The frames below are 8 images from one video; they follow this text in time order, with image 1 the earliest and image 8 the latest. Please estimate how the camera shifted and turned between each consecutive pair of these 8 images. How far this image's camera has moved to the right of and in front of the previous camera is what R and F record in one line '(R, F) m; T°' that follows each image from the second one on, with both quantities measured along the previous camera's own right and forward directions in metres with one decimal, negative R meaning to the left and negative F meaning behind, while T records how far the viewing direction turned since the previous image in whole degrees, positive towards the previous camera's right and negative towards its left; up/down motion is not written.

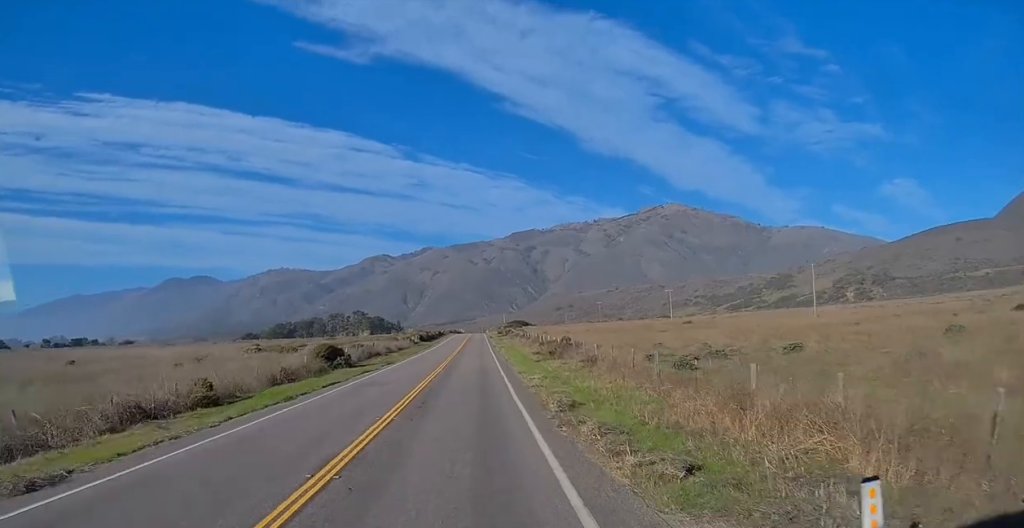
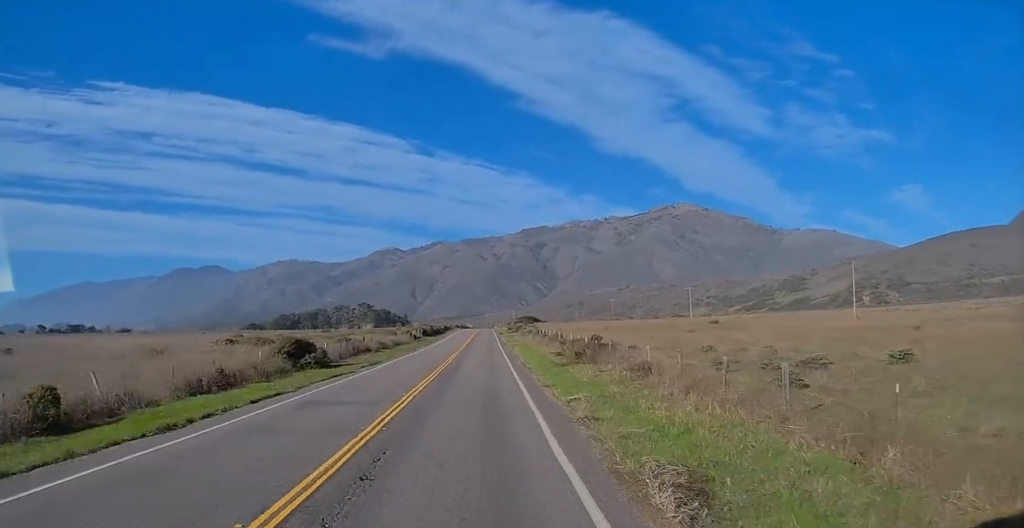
(-0.3, +10.4) m; 0°
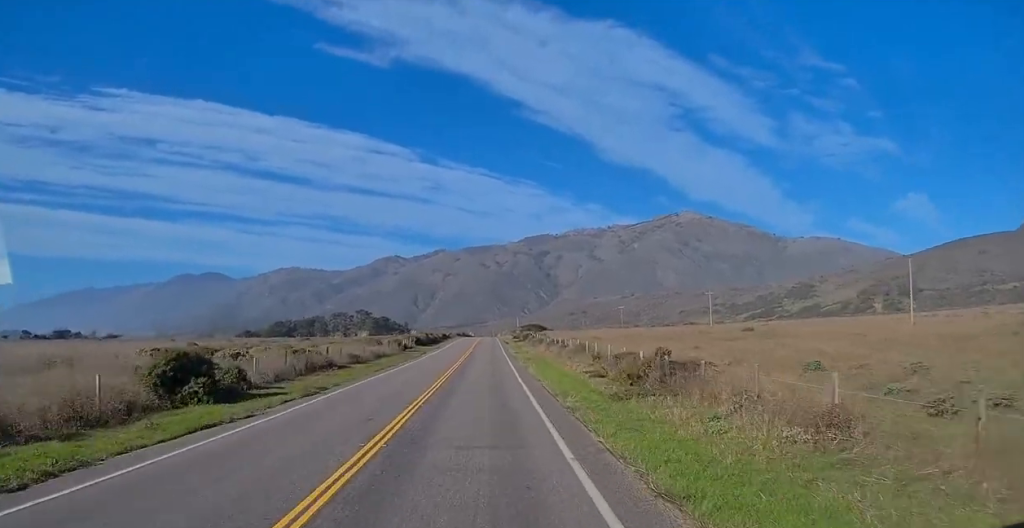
(0.0, +16.4) m; 0°
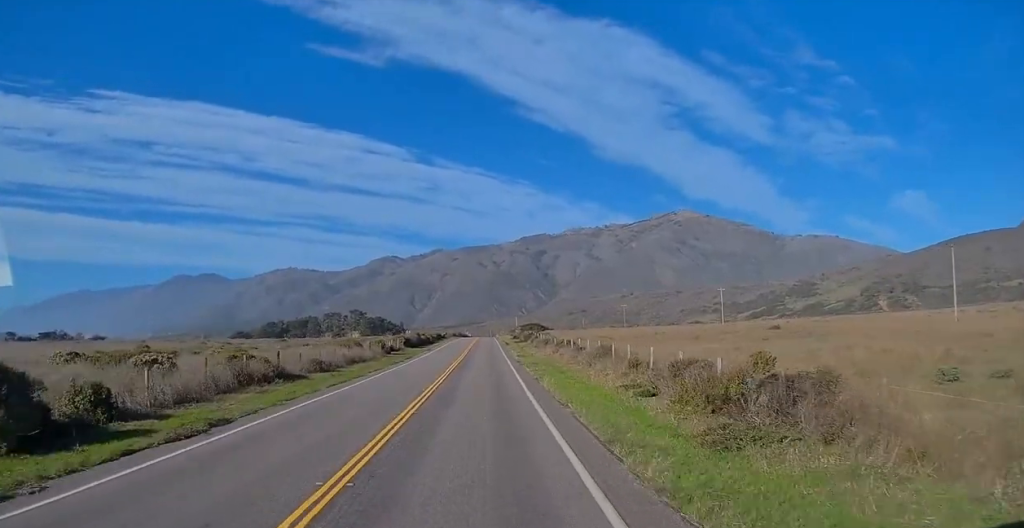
(+0.2, +11.2) m; 0°
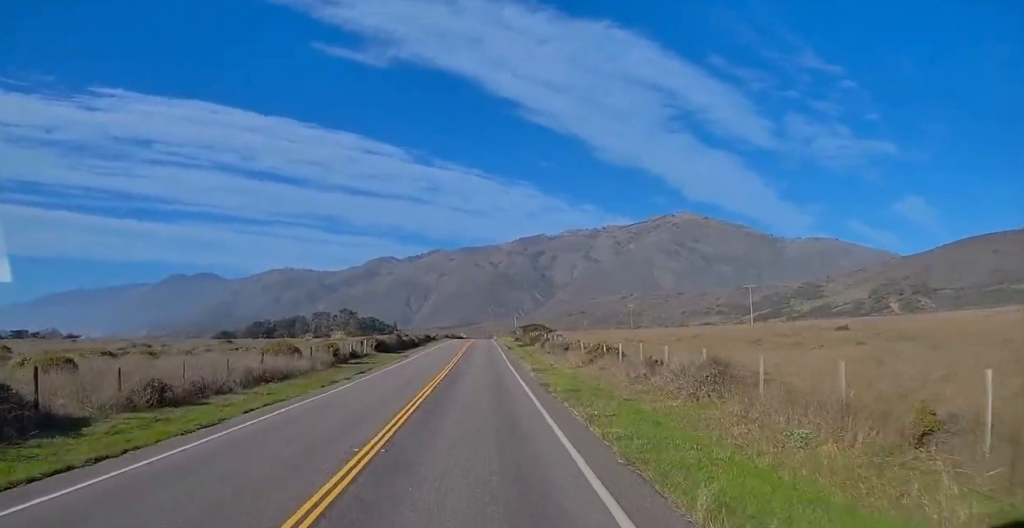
(-0.3, +20.9) m; -1°
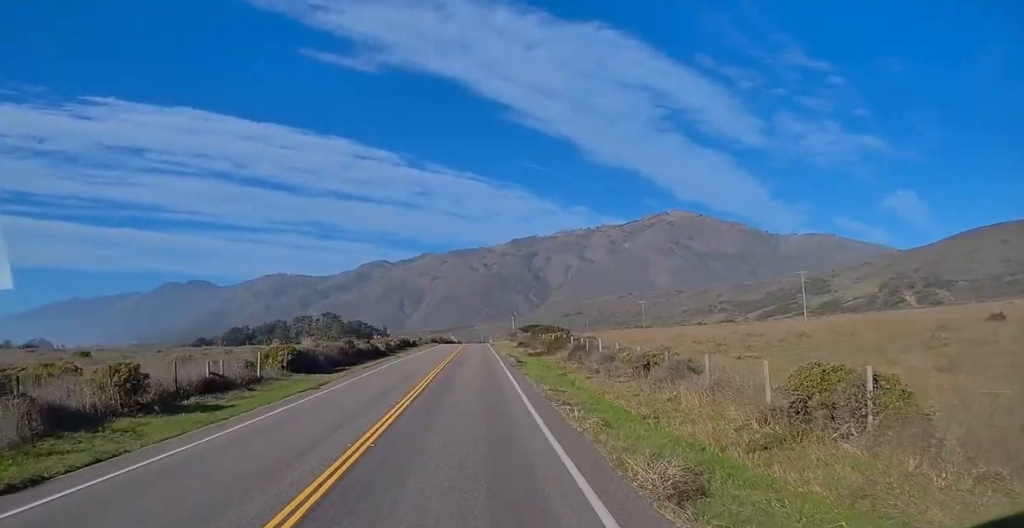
(+0.1, +28.2) m; +1°
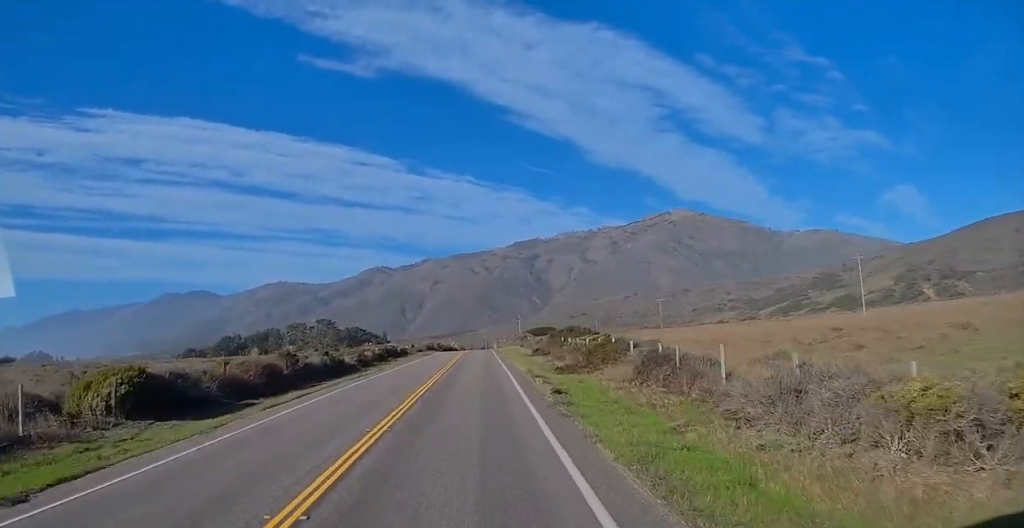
(+0.4, +19.0) m; 0°
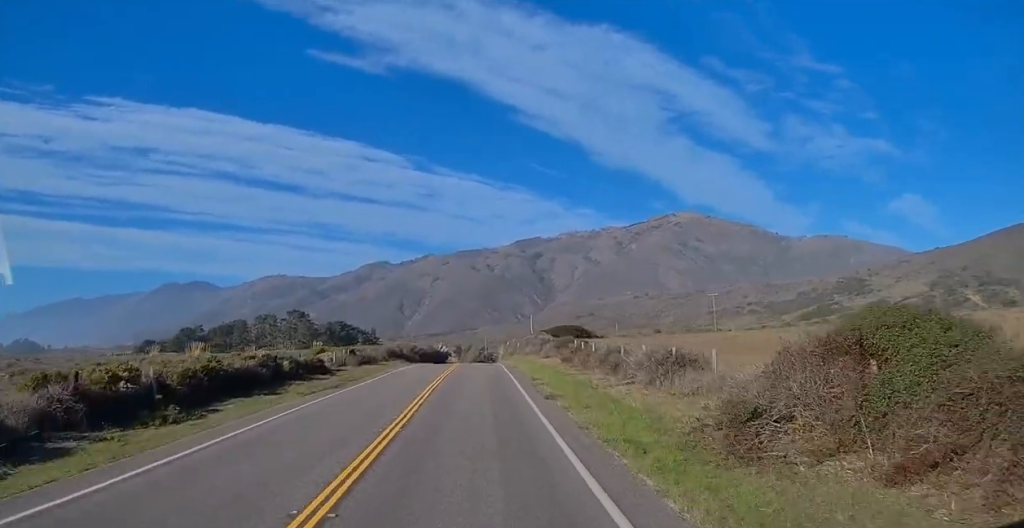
(-1.0, +52.1) m; 0°
